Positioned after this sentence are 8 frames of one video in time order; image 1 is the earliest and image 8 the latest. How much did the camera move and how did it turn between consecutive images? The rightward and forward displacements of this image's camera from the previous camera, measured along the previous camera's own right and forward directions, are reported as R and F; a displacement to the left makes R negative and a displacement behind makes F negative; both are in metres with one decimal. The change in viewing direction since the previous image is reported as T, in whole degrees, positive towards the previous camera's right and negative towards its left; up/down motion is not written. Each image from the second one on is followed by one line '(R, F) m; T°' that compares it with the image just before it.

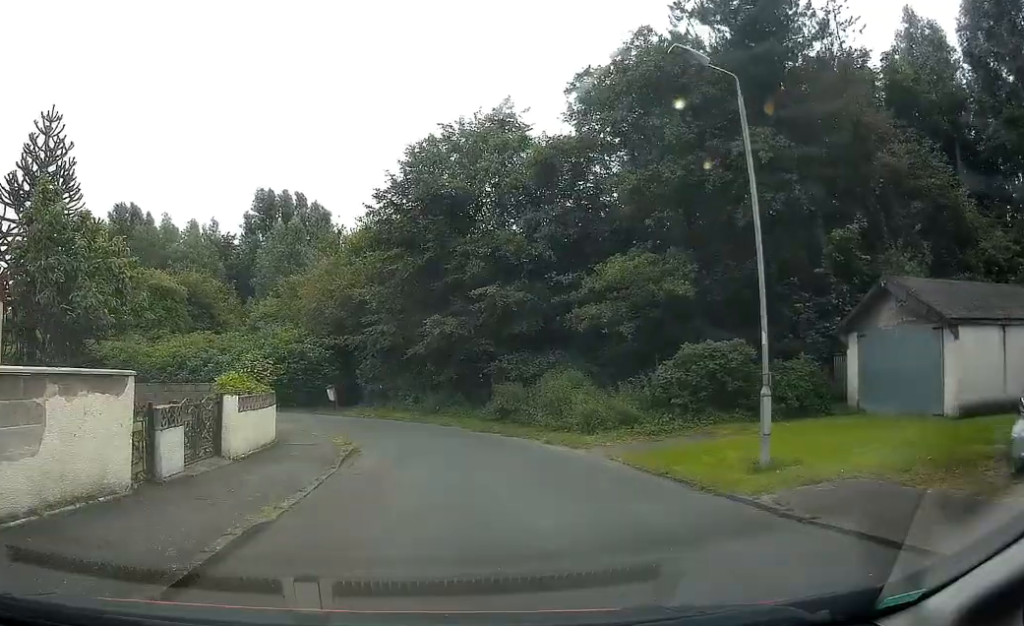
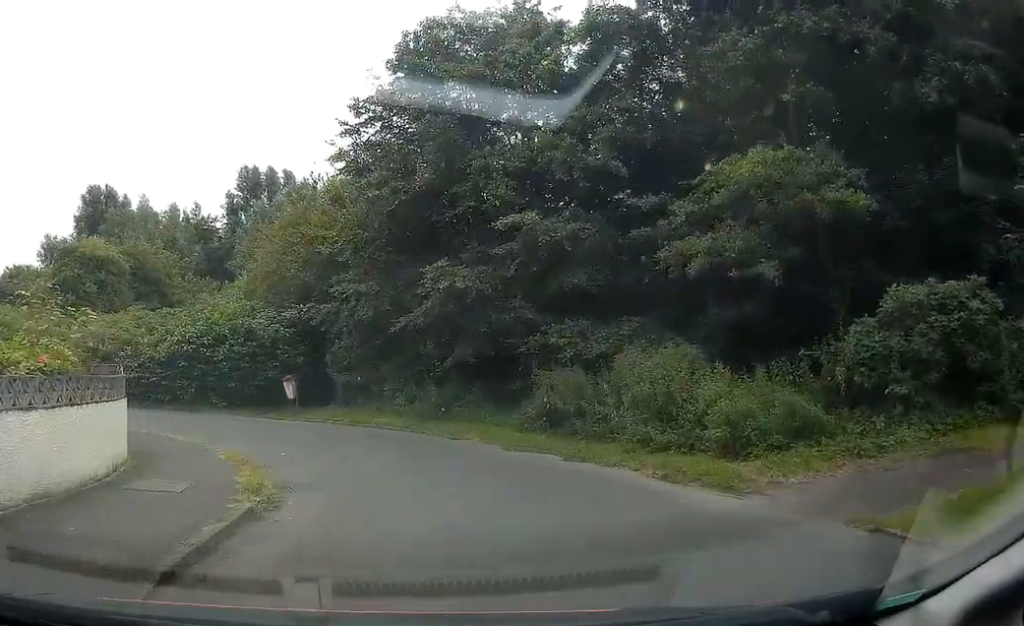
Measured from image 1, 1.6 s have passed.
(-0.1, +9.6) m; -2°
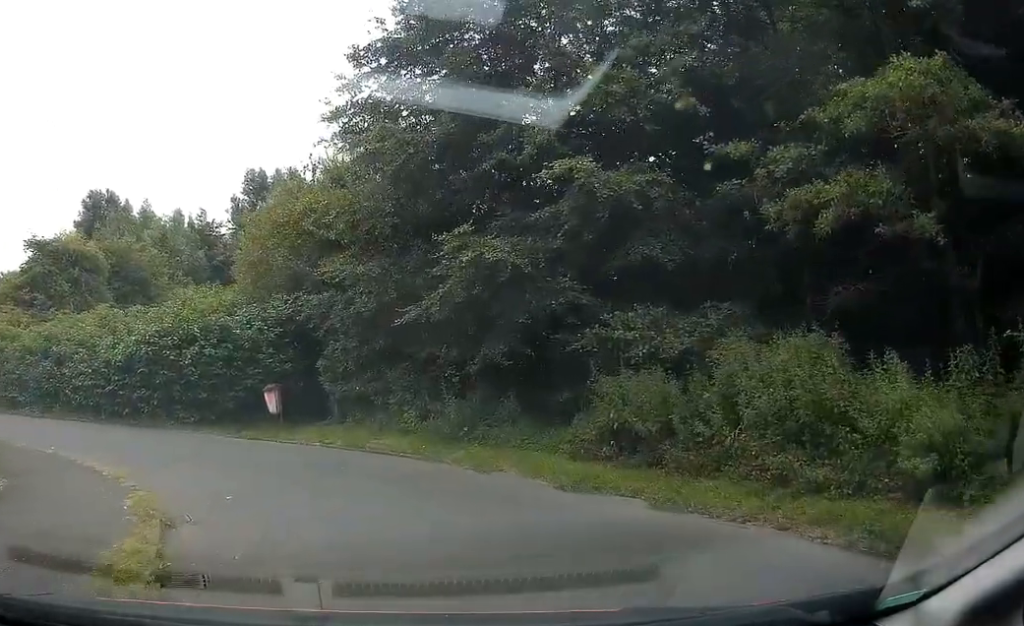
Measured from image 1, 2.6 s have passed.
(0.0, +4.6) m; -1°
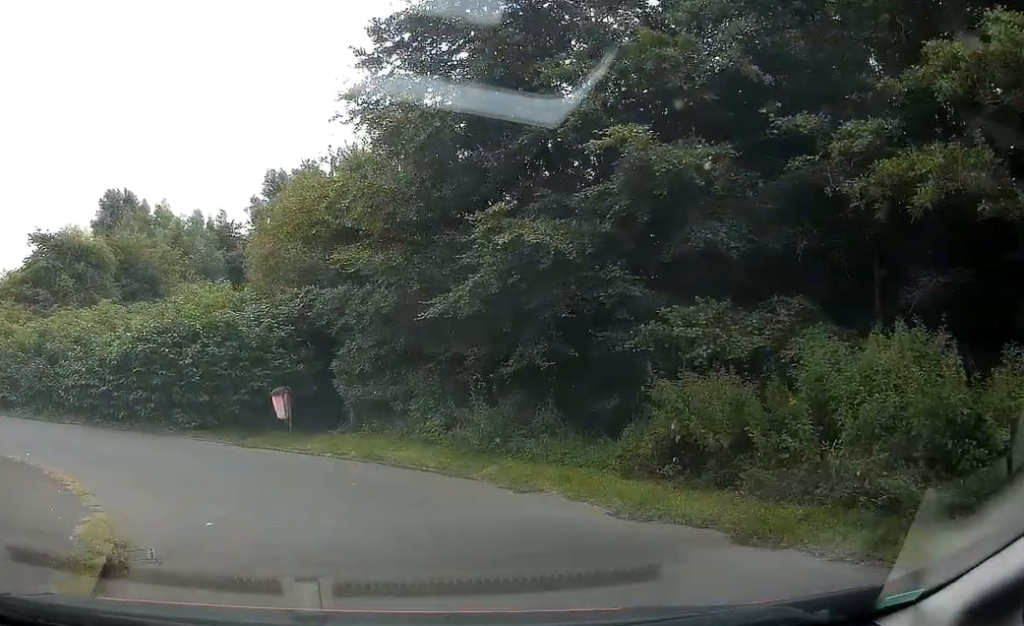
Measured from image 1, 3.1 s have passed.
(+0.1, +1.8) m; -2°
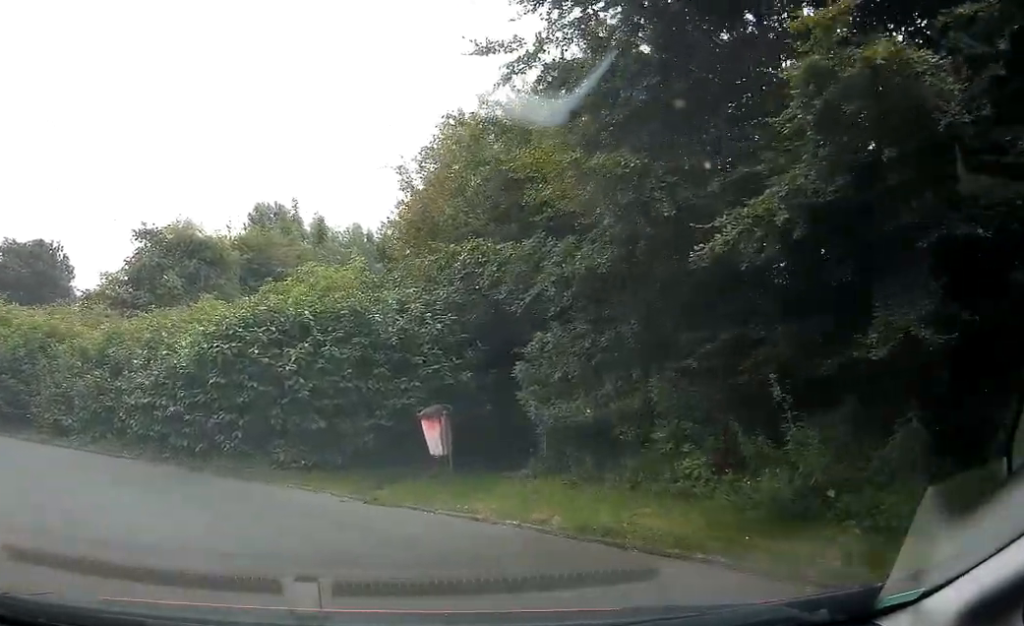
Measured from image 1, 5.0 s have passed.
(-0.7, +5.6) m; -16°
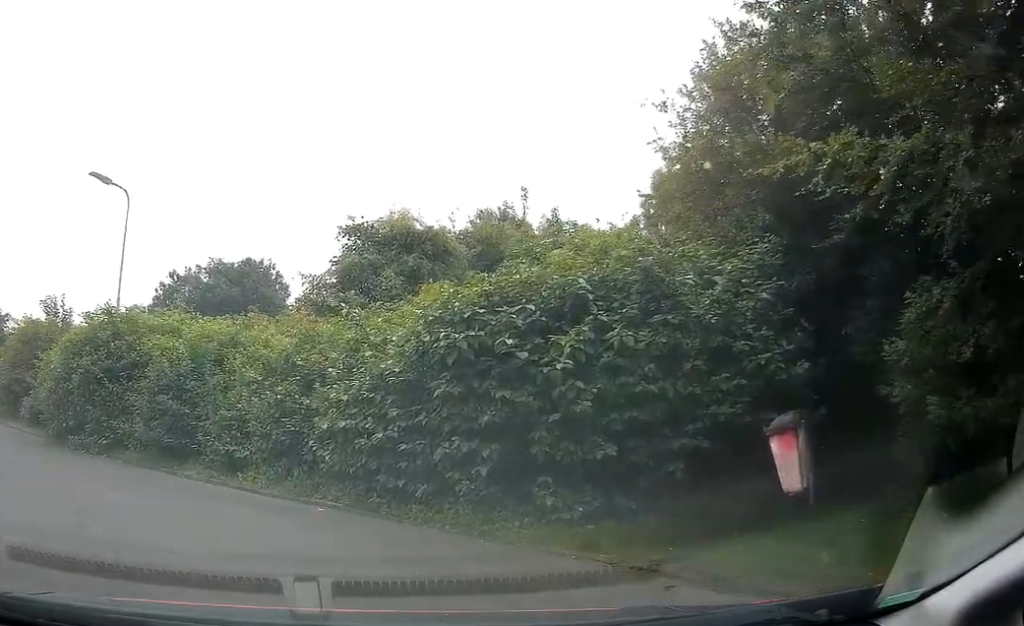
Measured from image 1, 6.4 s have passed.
(-0.6, +3.8) m; -25°
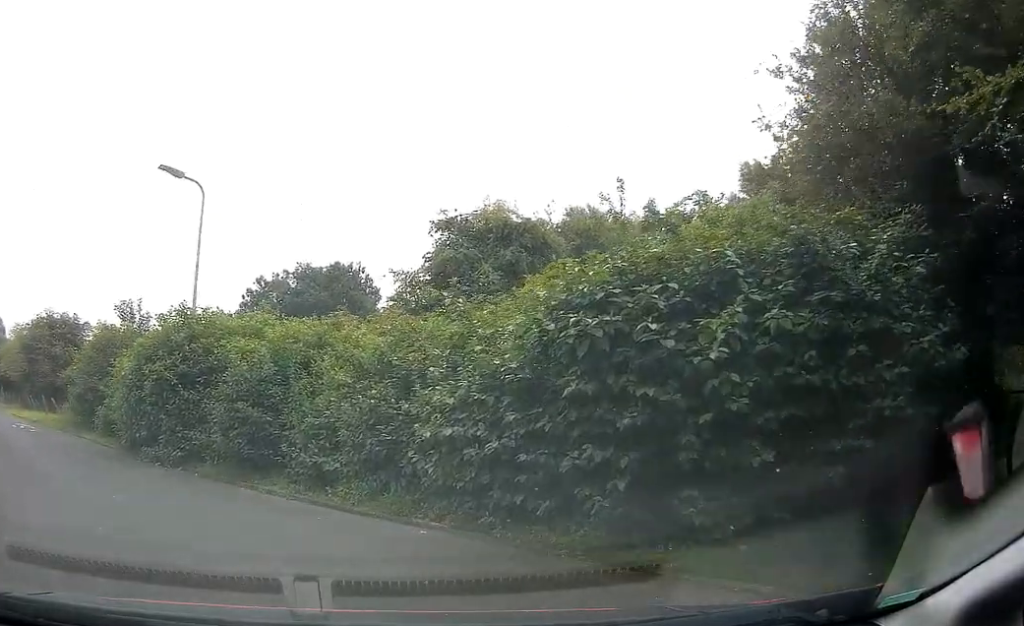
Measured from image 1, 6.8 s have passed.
(-0.2, +1.2) m; -7°
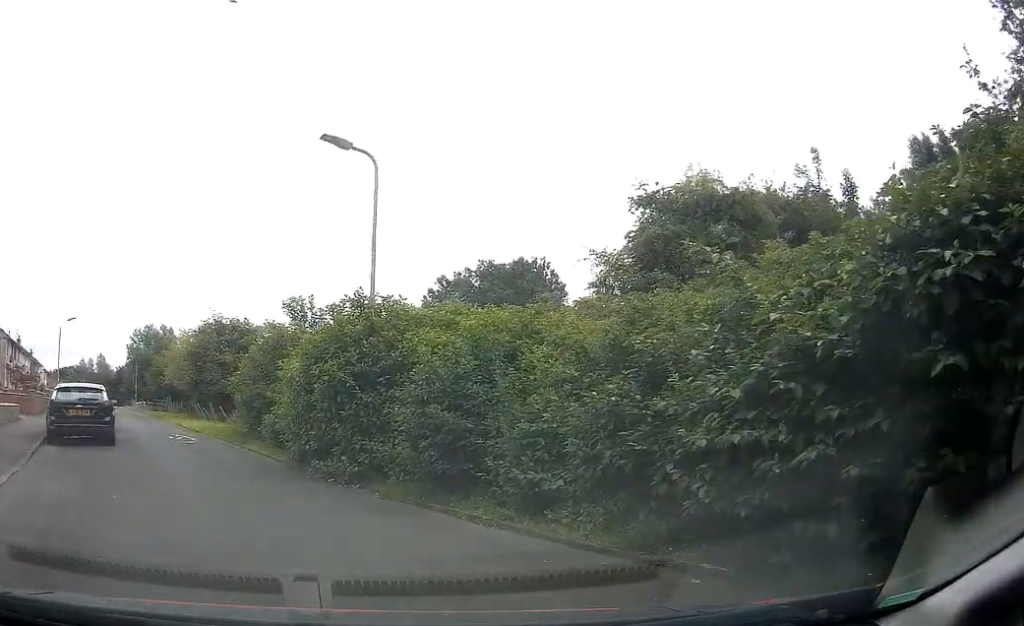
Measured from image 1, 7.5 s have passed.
(-0.3, +2.0) m; -10°
